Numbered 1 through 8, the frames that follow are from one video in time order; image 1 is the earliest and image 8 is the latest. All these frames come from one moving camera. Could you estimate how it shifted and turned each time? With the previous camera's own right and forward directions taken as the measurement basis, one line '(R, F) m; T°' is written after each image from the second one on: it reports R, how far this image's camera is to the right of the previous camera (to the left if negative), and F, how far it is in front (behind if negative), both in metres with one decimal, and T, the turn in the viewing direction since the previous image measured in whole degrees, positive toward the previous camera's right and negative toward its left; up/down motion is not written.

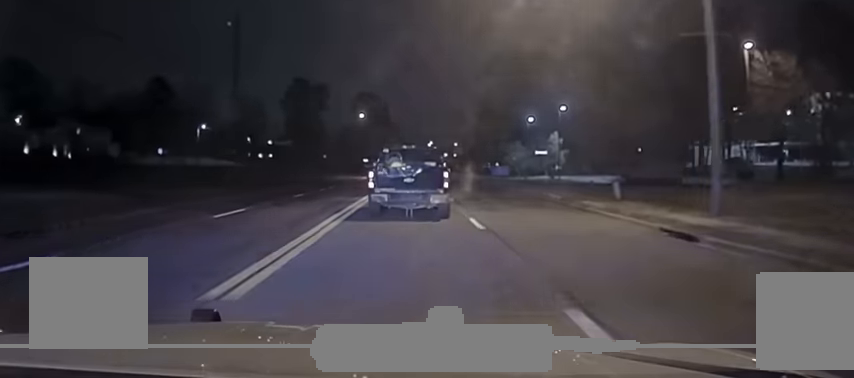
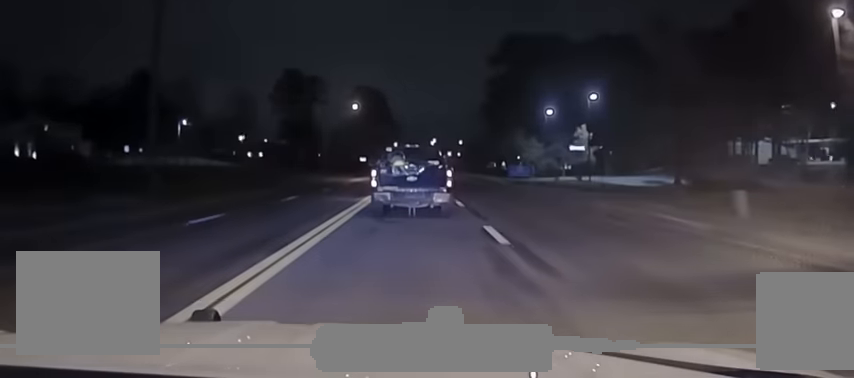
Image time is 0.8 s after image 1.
(0.0, +15.2) m; 0°
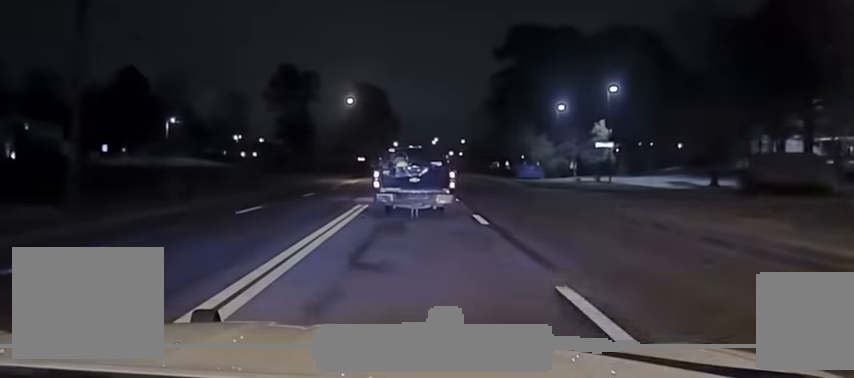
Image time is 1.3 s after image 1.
(0.0, +7.9) m; -1°
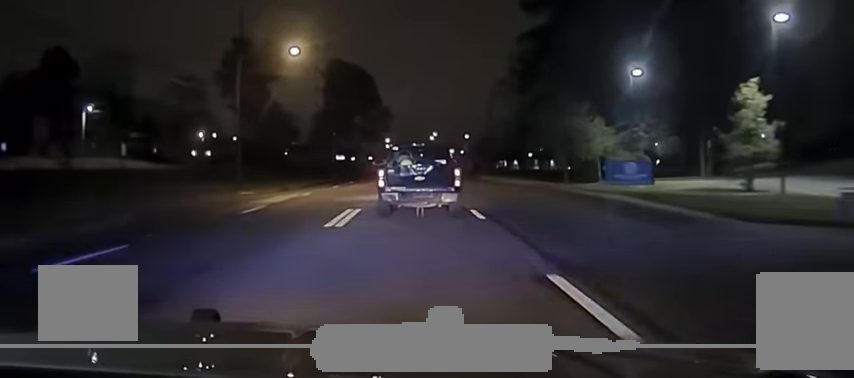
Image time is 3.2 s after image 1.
(-1.0, +34.7) m; -3°
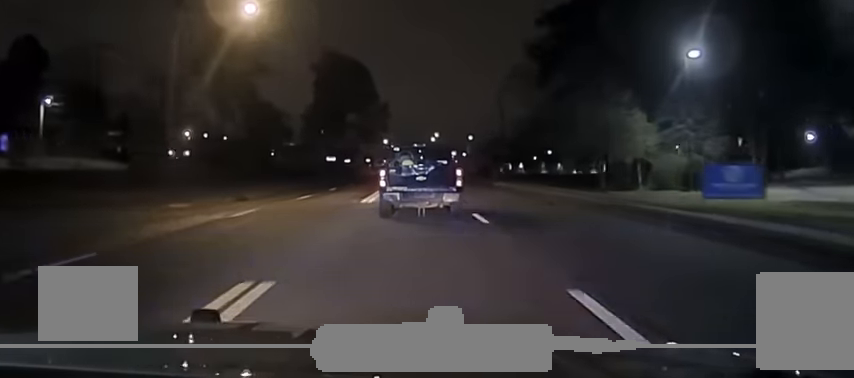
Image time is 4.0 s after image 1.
(0.0, +12.6) m; 0°
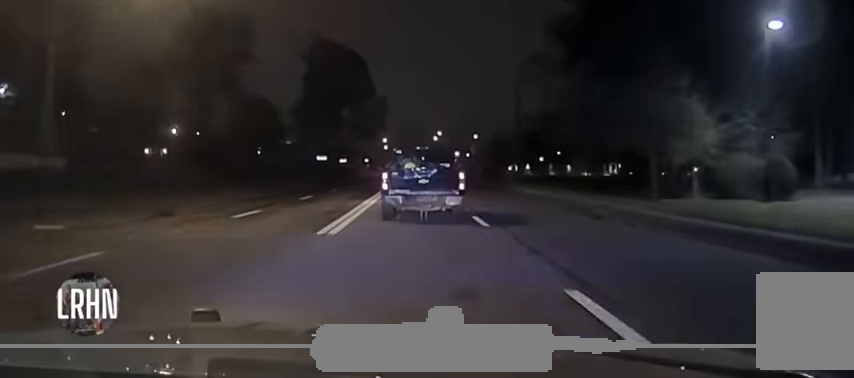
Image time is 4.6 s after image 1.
(0.0, +11.9) m; -1°
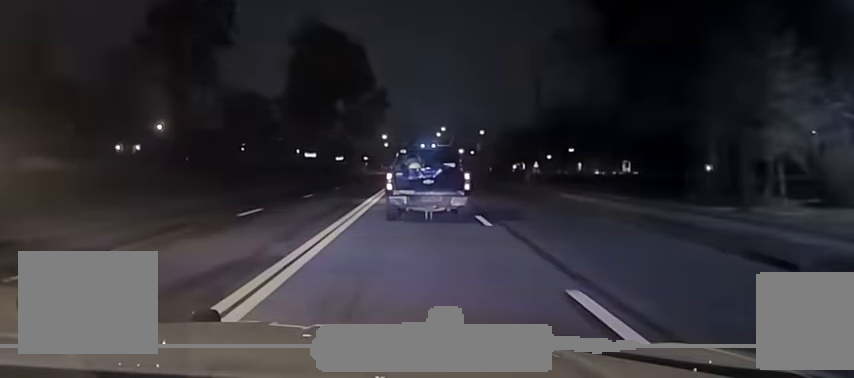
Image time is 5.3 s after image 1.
(-0.2, +12.0) m; 0°
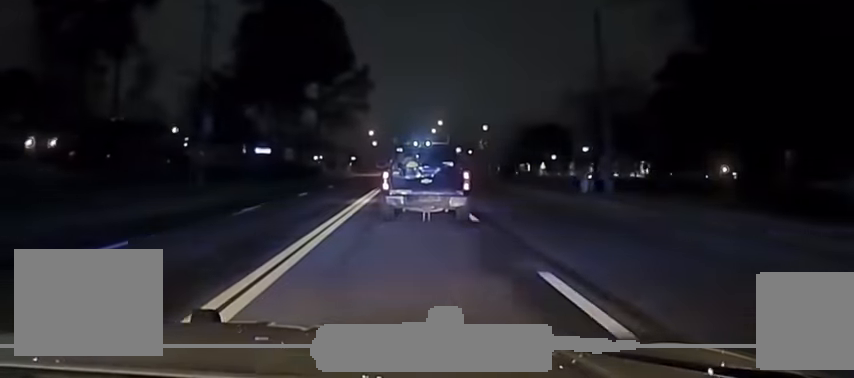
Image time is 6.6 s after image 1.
(+0.6, +22.0) m; +3°
